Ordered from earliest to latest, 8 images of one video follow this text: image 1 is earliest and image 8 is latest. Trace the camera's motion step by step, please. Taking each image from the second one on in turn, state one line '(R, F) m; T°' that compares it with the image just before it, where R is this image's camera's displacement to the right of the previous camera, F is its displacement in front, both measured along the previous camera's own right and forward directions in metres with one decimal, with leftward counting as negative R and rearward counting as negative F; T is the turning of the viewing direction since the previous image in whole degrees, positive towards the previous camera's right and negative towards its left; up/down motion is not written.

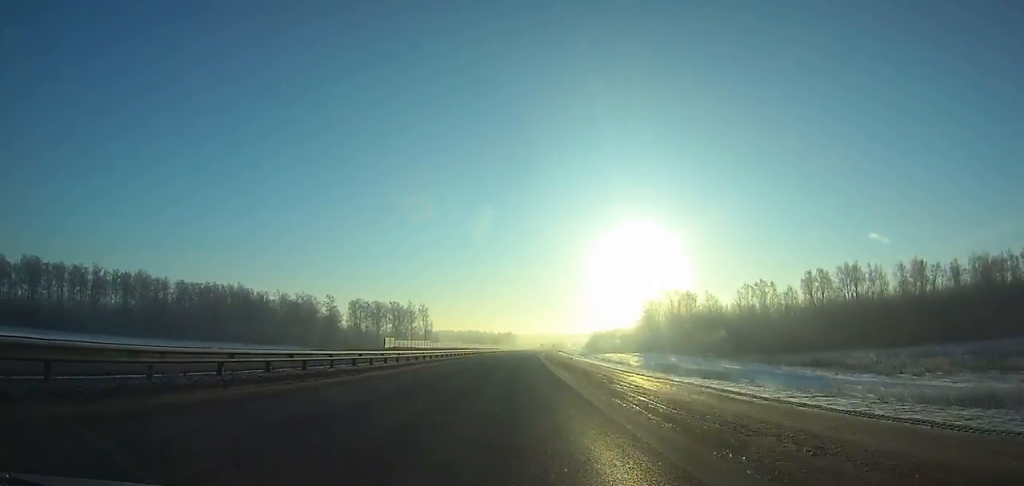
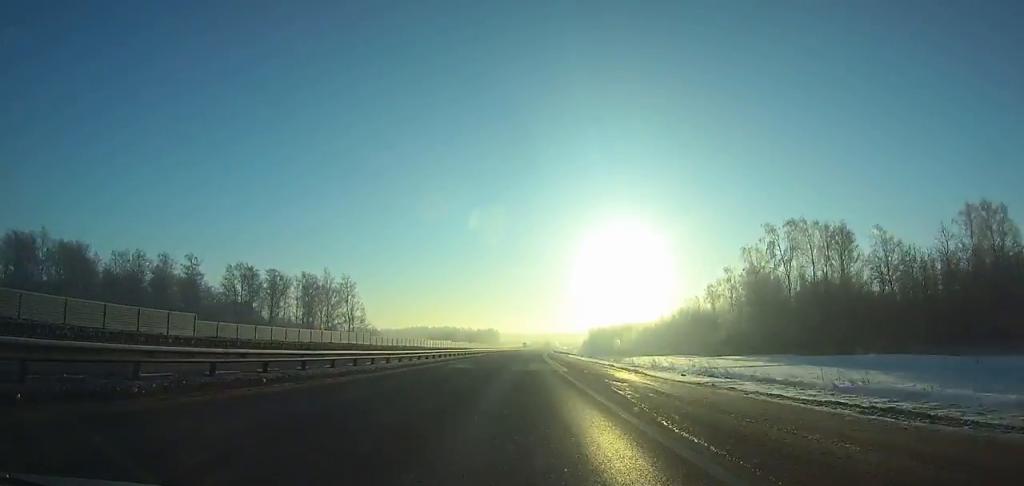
(+1.1, +87.6) m; +2°
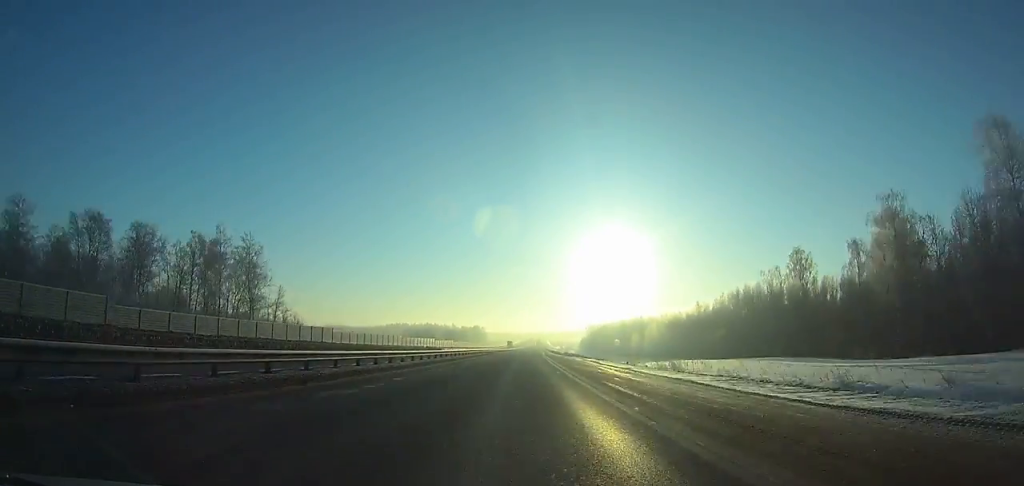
(+0.6, +50.6) m; +1°
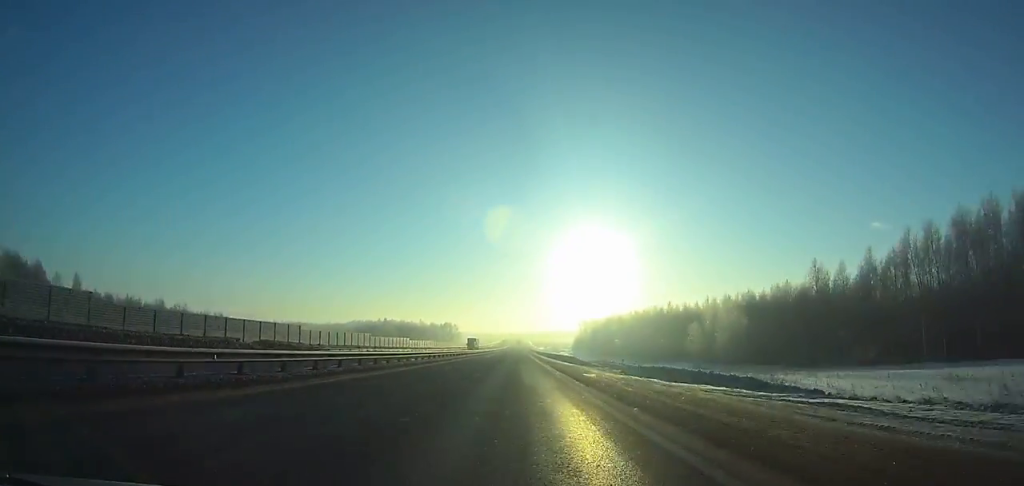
(+0.8, +71.1) m; +1°
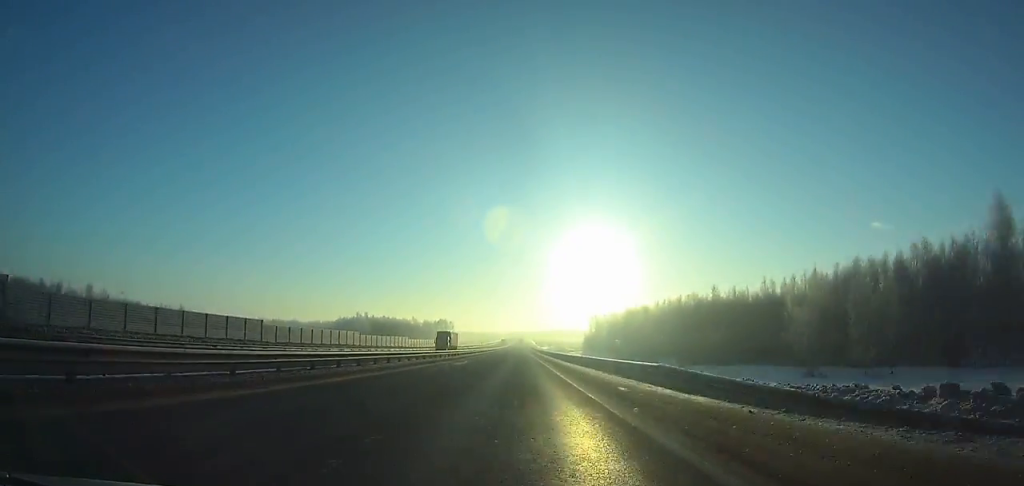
(+0.1, +35.7) m; 0°
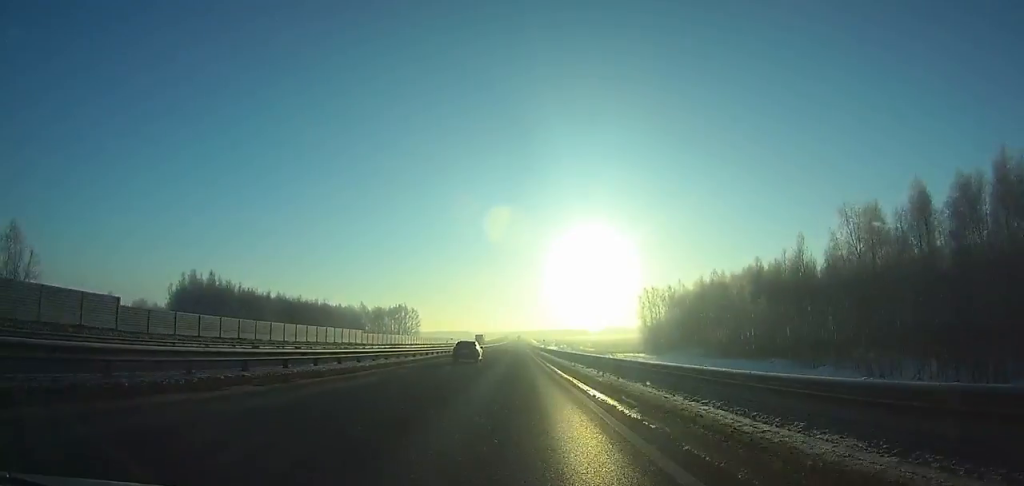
(+0.3, +124.9) m; 0°
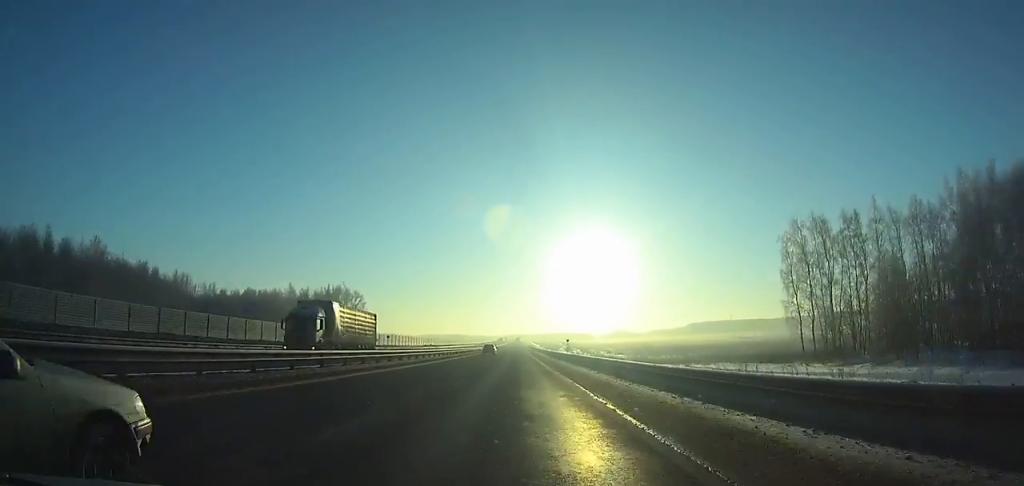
(-0.1, +85.6) m; 0°
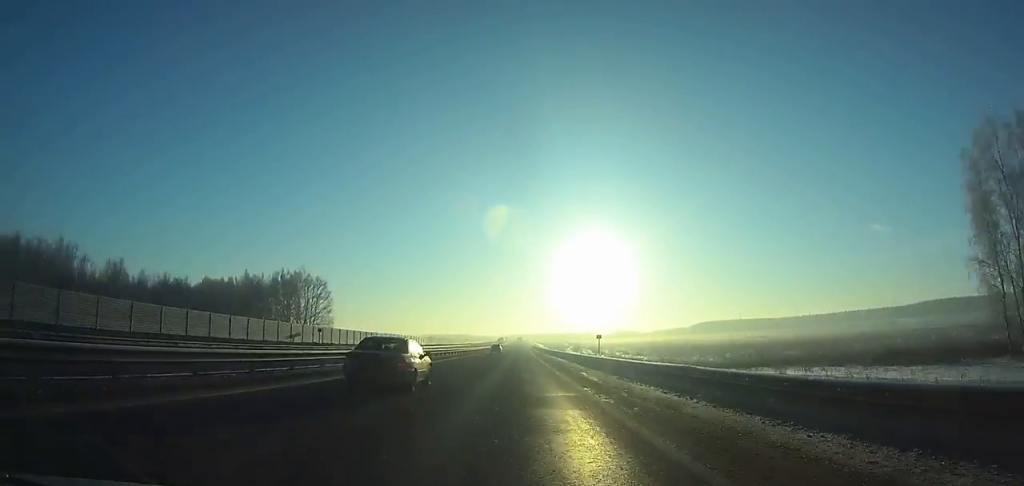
(0.0, +32.3) m; 0°
